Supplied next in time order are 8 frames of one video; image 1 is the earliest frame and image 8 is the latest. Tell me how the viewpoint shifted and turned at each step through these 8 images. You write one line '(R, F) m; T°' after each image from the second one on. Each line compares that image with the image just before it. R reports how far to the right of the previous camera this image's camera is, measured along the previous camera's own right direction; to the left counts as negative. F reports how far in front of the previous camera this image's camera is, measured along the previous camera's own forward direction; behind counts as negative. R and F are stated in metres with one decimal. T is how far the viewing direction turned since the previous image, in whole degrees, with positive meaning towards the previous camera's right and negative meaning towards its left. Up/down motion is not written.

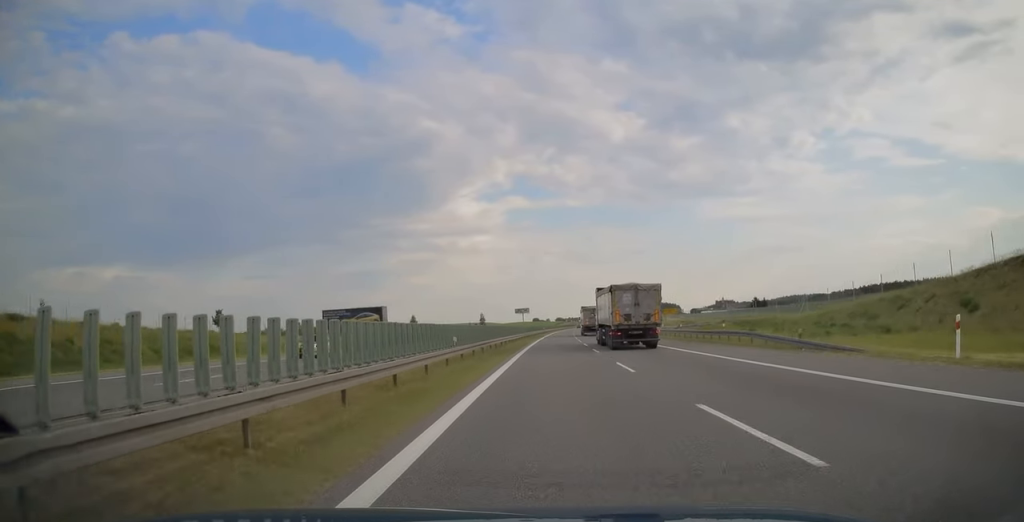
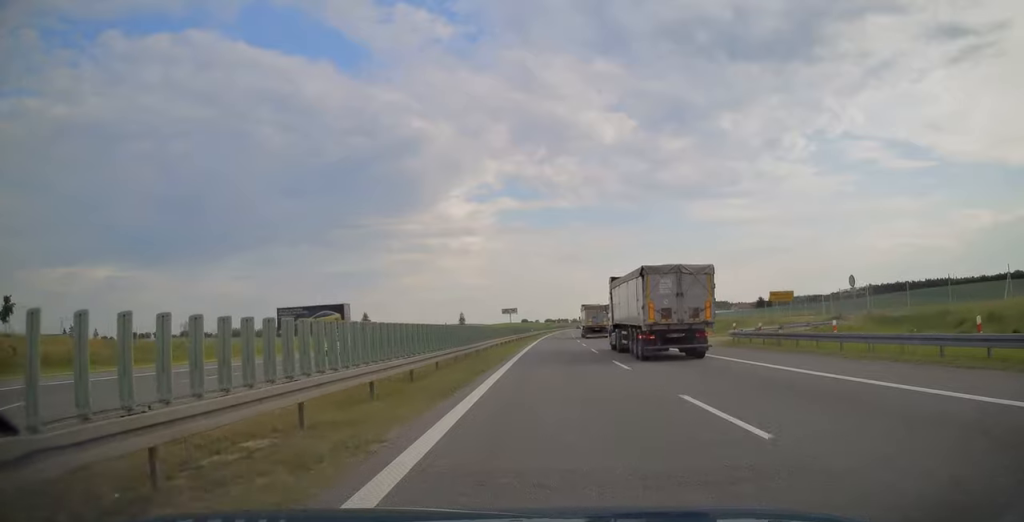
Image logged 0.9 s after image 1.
(+0.3, +34.1) m; +1°
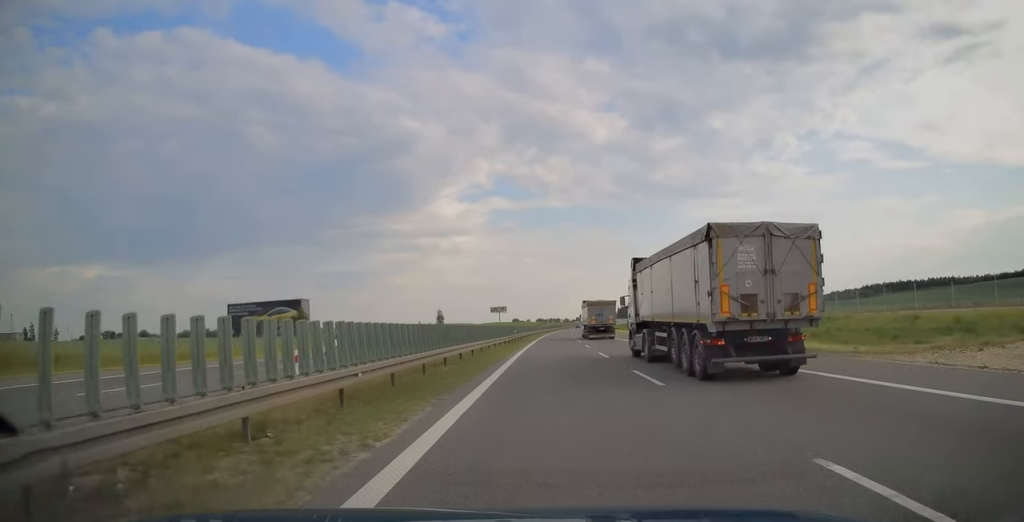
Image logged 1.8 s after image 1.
(+0.2, +29.8) m; +1°
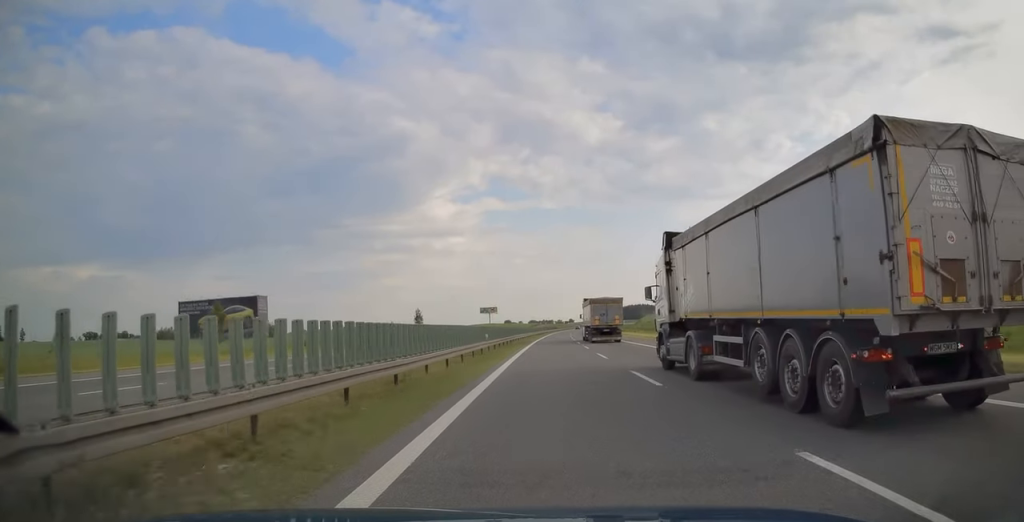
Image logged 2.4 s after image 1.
(0.0, +23.7) m; +1°
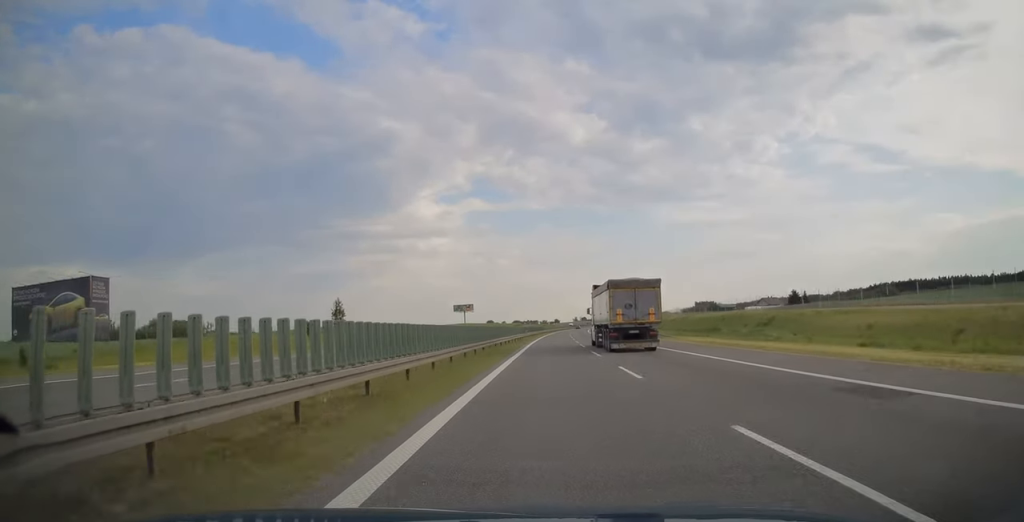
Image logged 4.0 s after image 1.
(+0.9, +58.3) m; +1°
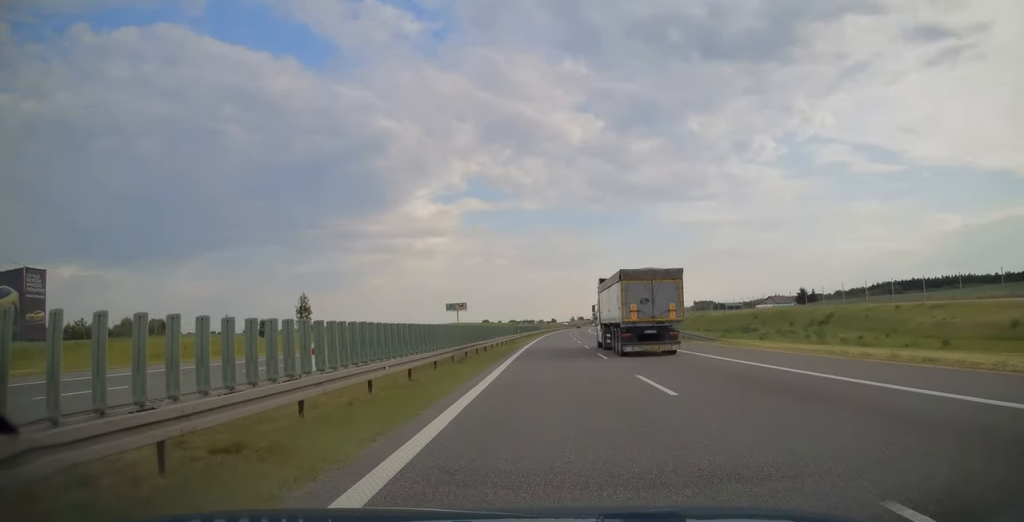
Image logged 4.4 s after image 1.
(0.0, +15.8) m; 0°
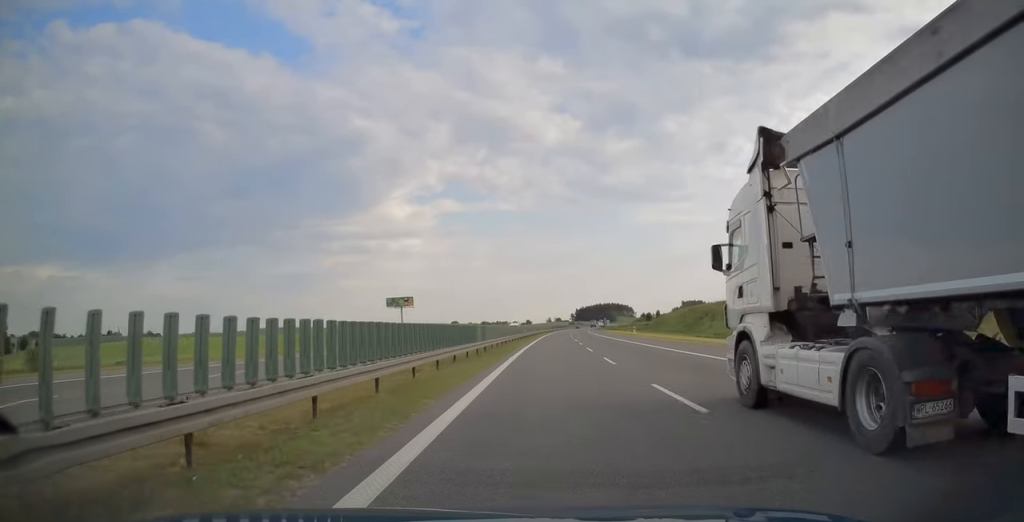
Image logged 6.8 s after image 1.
(+1.8, +87.1) m; +2°
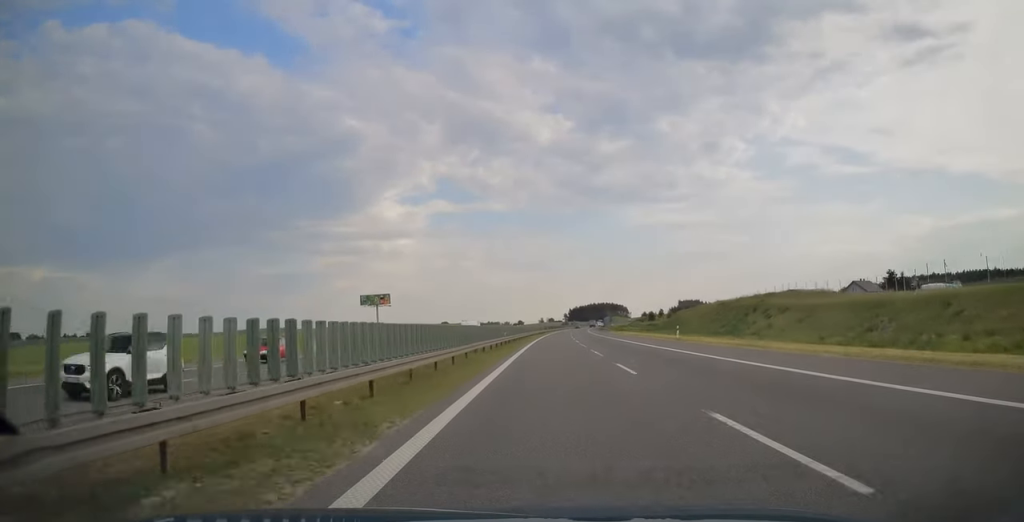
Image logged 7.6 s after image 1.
(+0.2, +28.5) m; +1°
